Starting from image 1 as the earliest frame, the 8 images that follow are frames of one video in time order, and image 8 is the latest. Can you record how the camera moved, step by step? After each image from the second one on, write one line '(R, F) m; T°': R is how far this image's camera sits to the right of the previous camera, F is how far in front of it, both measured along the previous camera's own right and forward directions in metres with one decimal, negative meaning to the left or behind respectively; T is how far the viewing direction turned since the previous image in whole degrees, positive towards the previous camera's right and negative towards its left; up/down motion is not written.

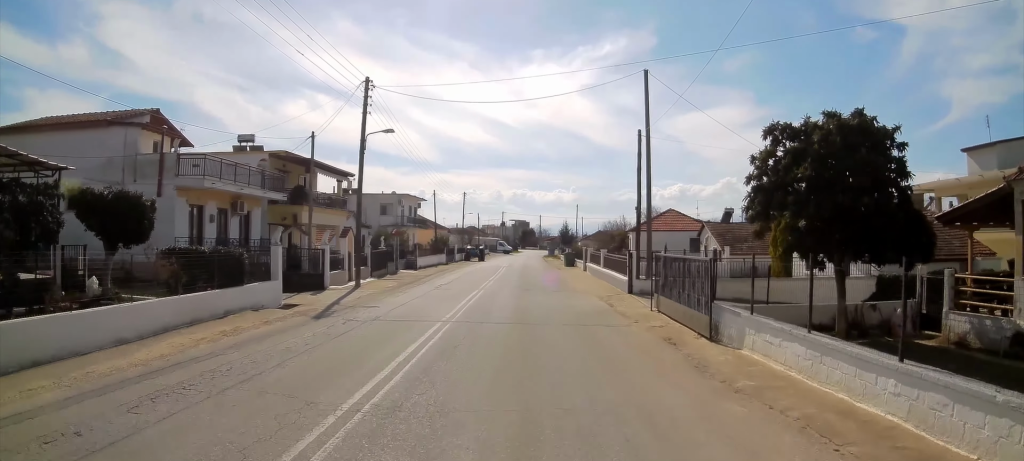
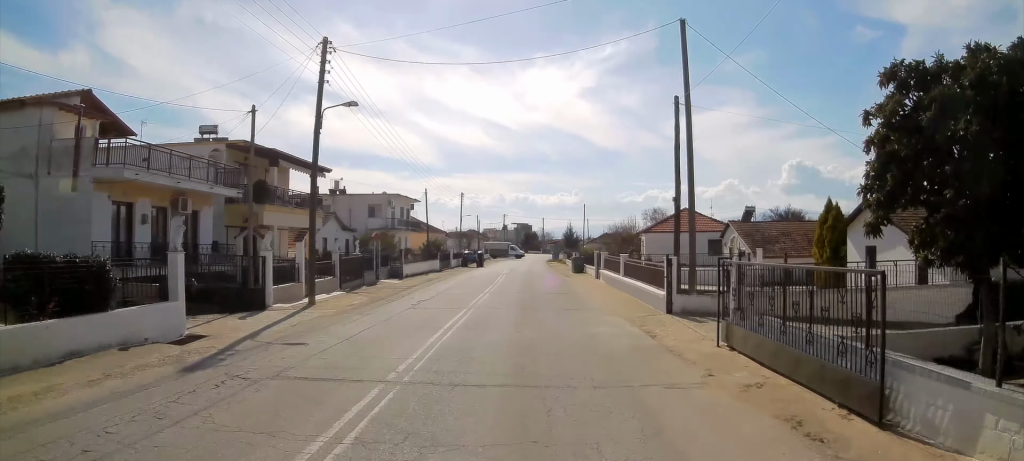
(+0.1, +5.6) m; 0°
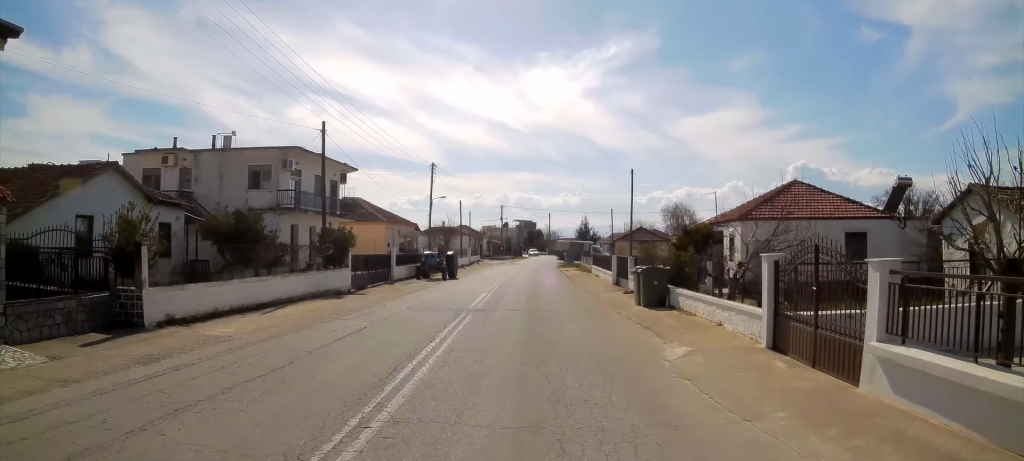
(-0.5, +25.3) m; -1°
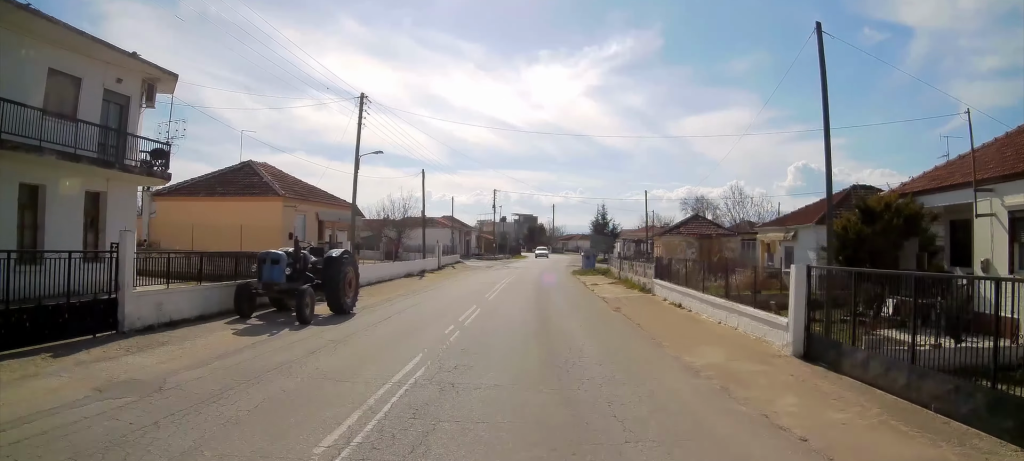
(-0.3, +21.6) m; -1°
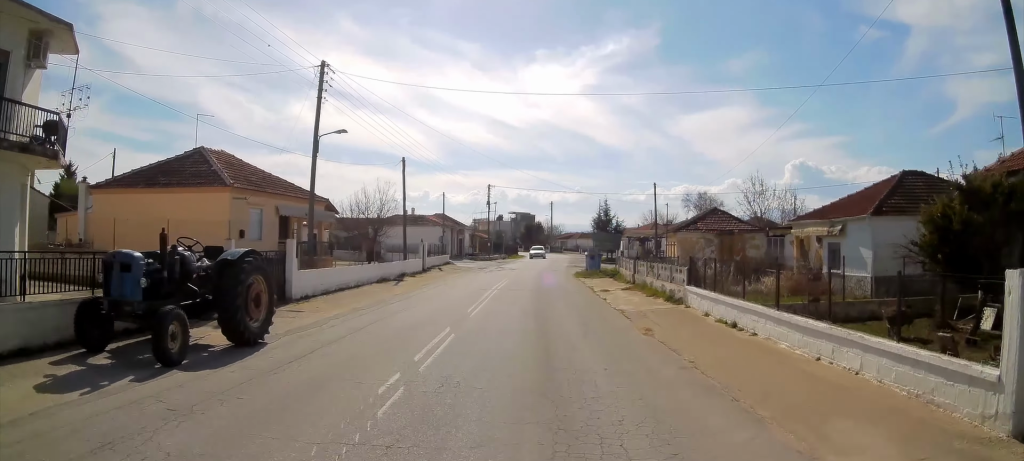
(+0.1, +5.2) m; 0°
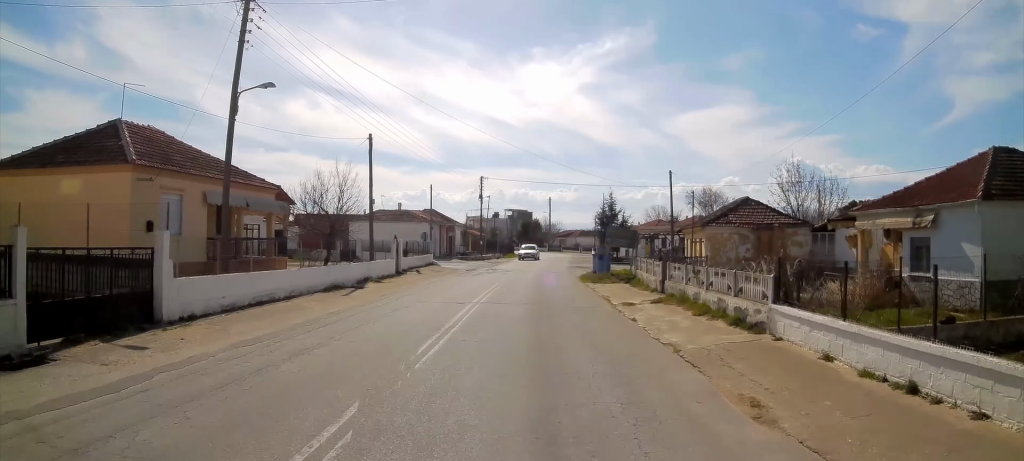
(0.0, +6.6) m; 0°
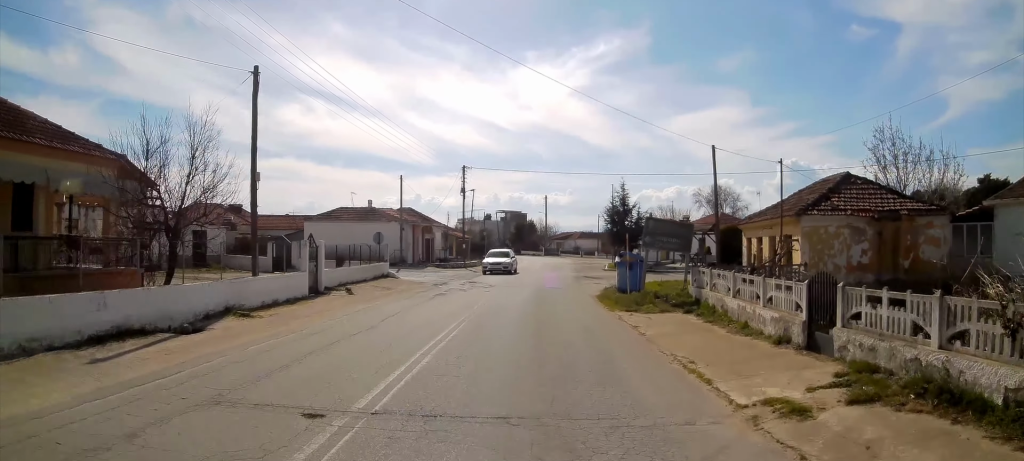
(0.0, +11.5) m; 0°
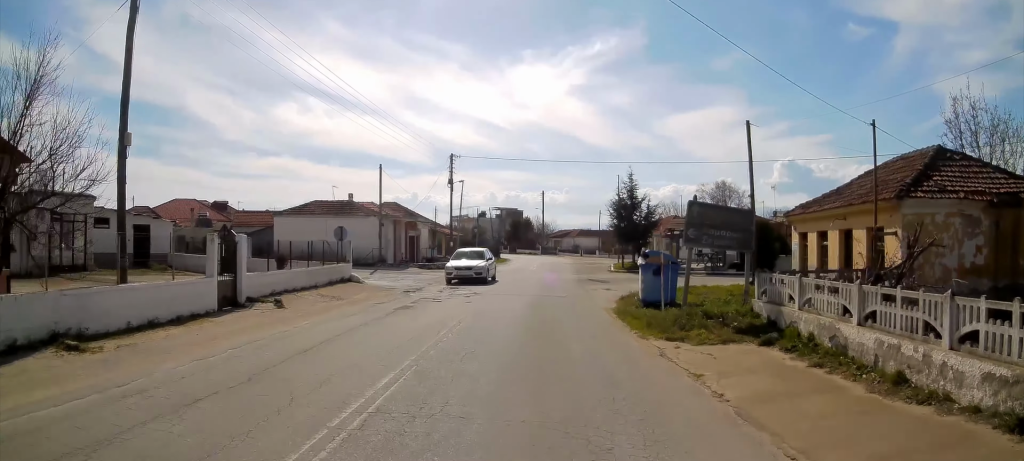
(0.0, +5.7) m; 0°
